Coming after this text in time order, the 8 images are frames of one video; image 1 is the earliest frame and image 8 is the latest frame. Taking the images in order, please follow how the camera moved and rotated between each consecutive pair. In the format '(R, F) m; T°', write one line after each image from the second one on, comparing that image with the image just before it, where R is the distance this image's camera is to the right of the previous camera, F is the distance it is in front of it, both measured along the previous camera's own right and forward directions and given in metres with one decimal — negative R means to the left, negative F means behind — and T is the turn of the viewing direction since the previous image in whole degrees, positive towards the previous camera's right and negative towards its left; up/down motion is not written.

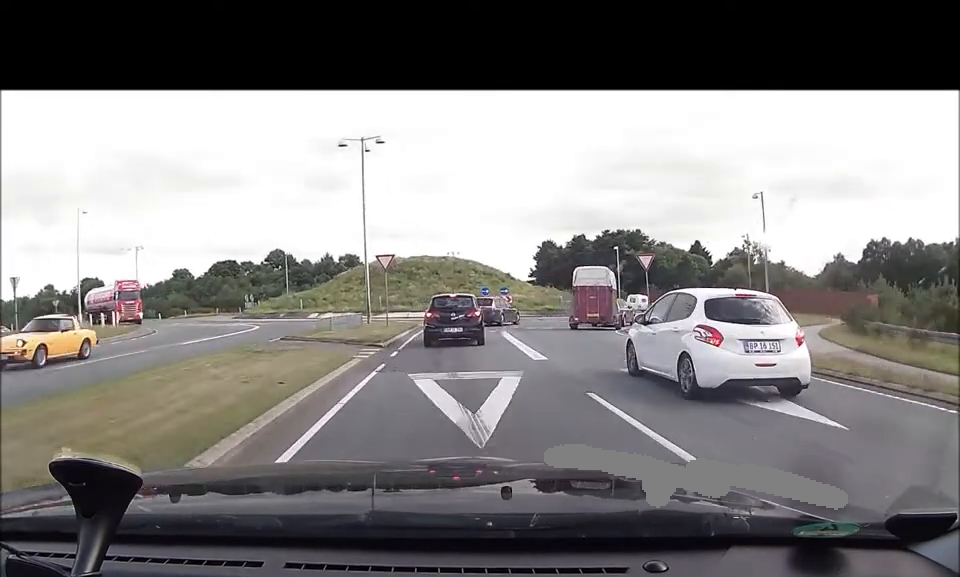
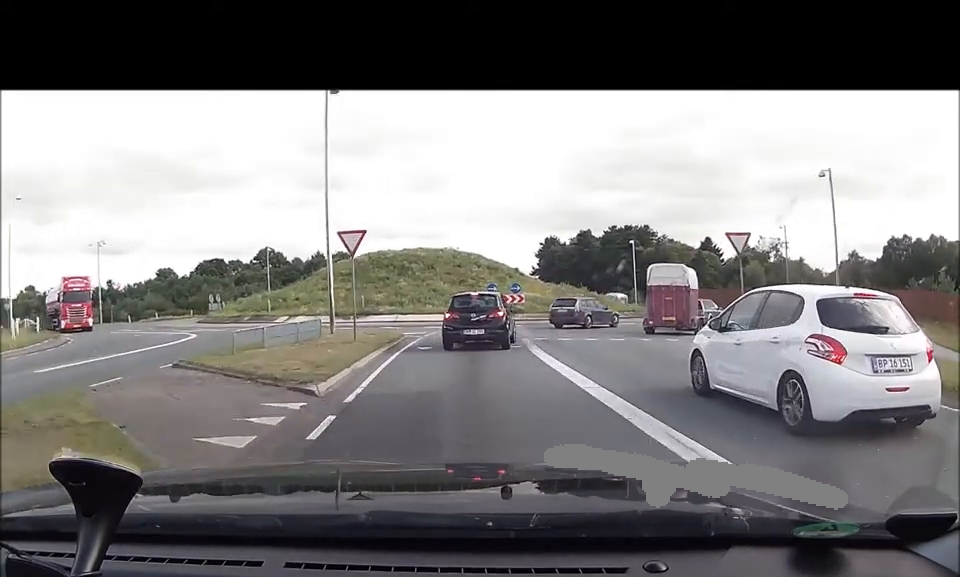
(+0.1, +8.0) m; -1°
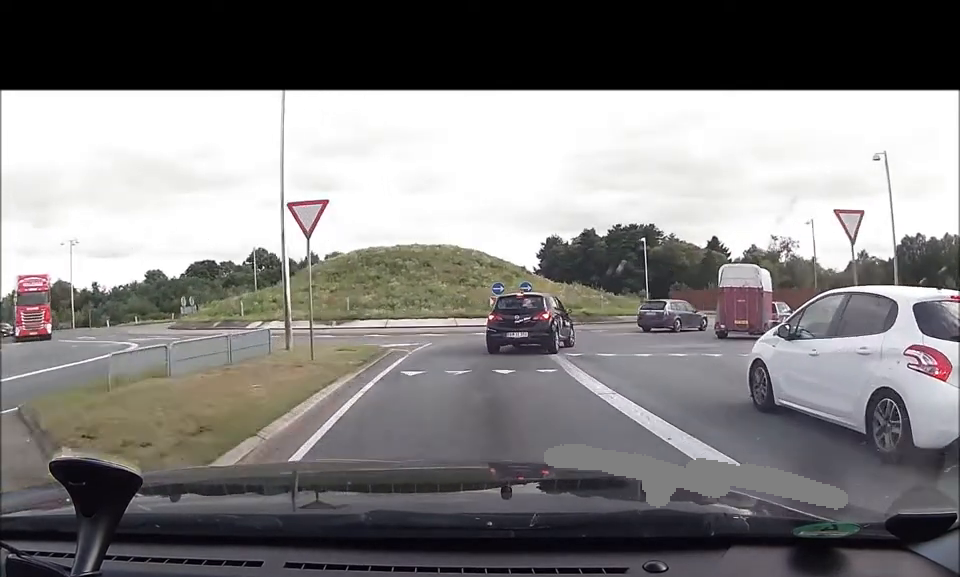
(-0.1, +5.6) m; +1°
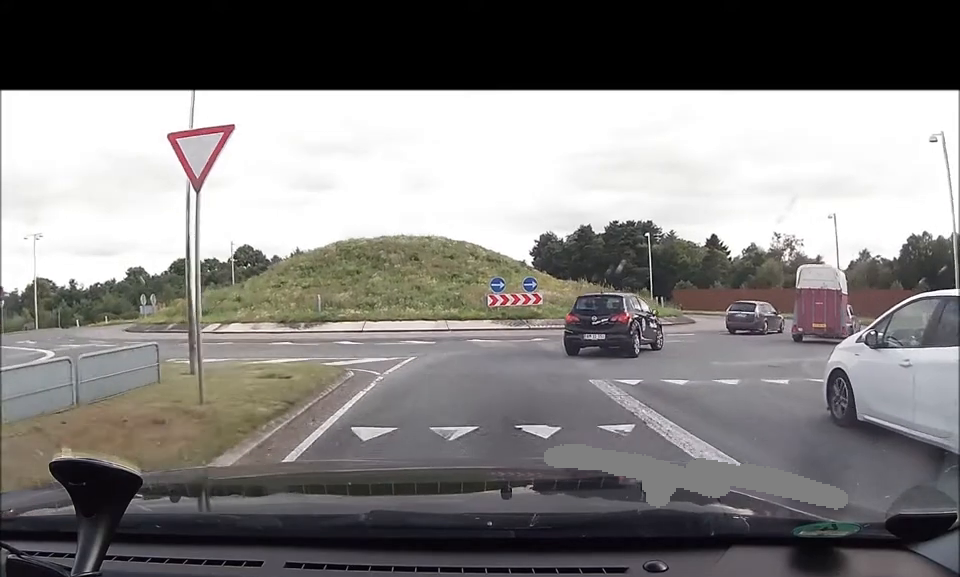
(-0.1, +5.4) m; +1°
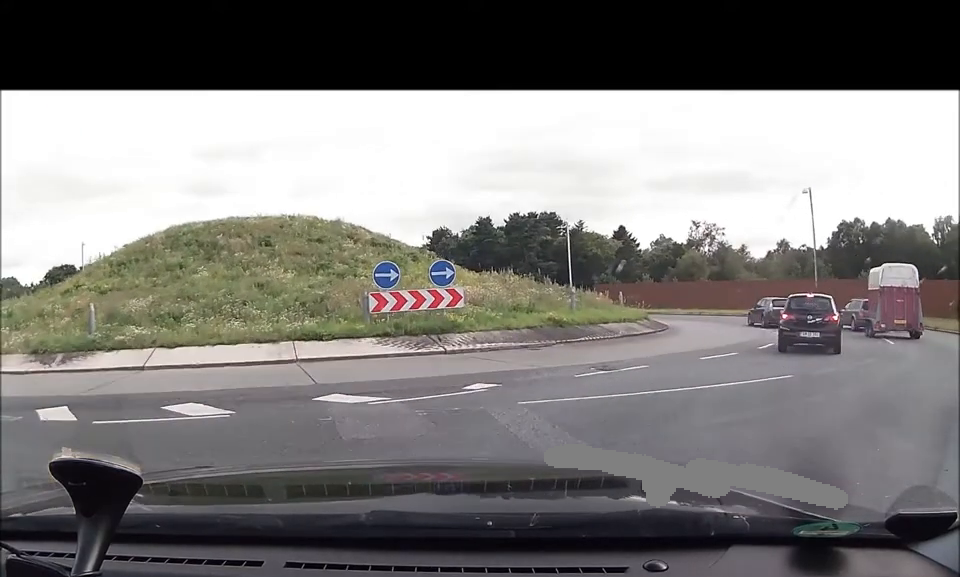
(+0.8, +12.3) m; +16°
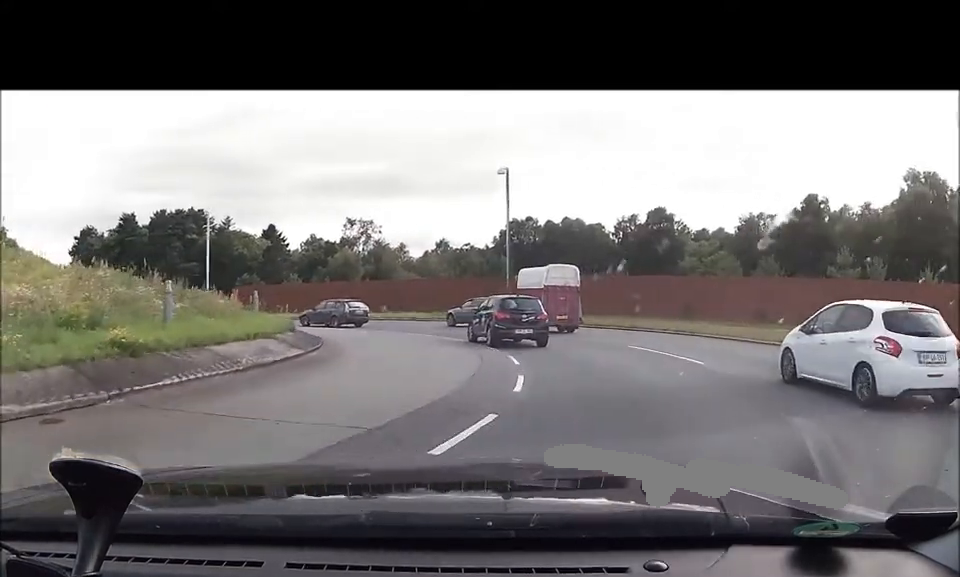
(+2.1, +8.5) m; +31°
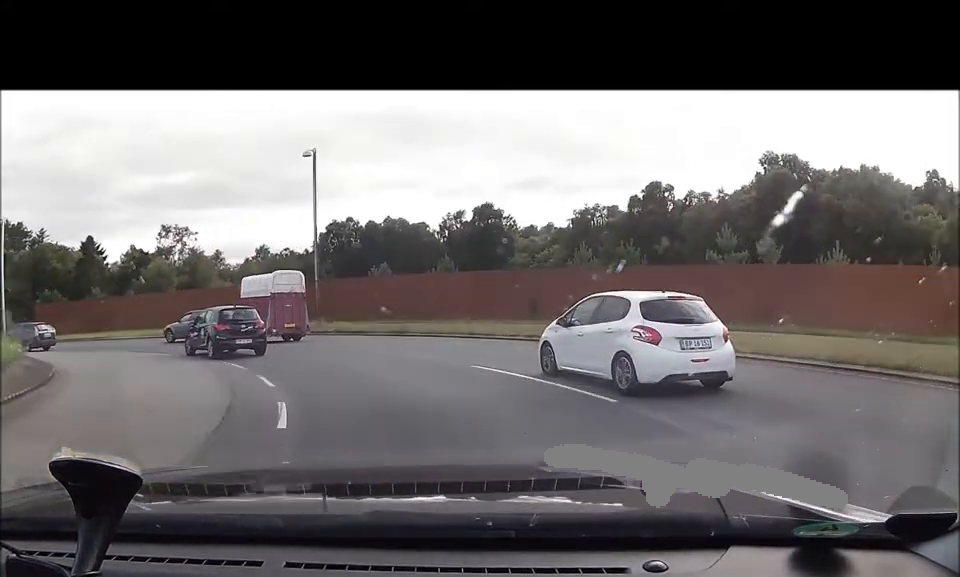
(+0.9, +5.7) m; +12°
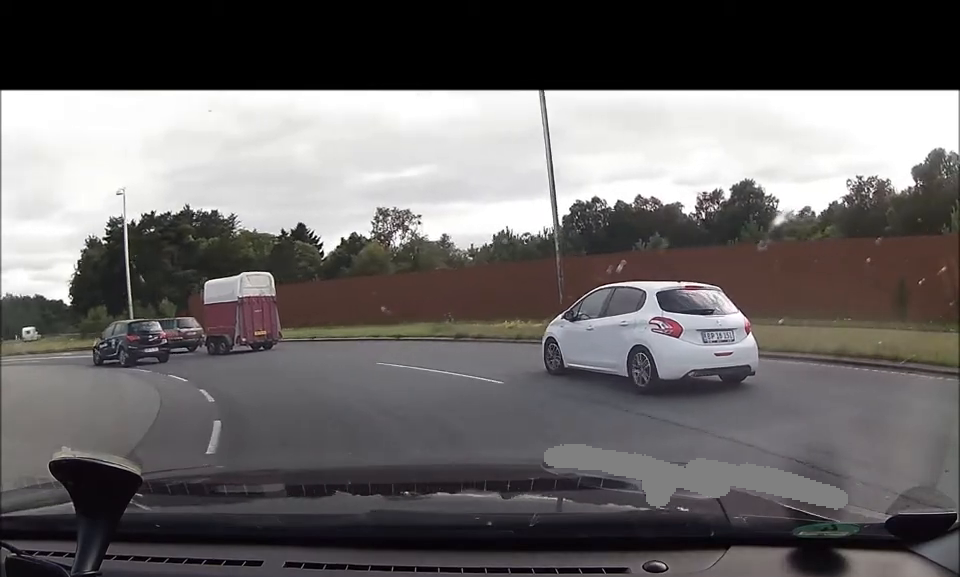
(-0.4, +12.3) m; -17°
